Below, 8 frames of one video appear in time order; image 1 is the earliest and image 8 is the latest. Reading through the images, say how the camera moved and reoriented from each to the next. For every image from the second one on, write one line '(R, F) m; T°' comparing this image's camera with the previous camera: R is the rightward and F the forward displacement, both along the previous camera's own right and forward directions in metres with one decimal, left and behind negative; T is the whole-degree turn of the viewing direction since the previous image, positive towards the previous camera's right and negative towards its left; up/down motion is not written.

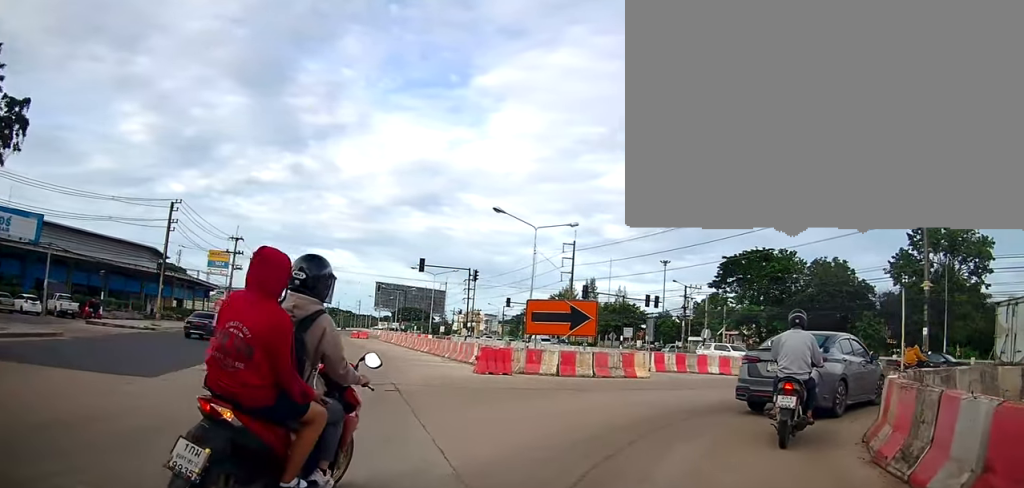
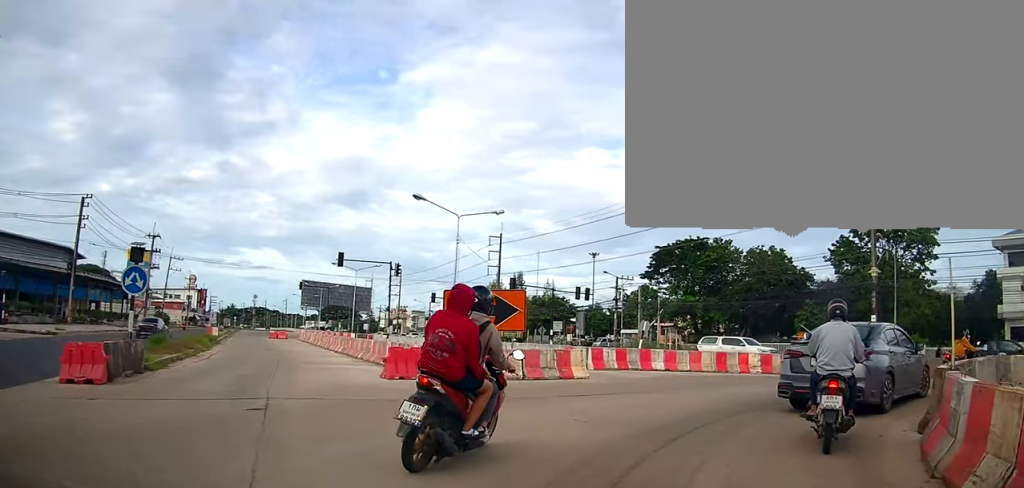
(+0.2, +2.8) m; +10°
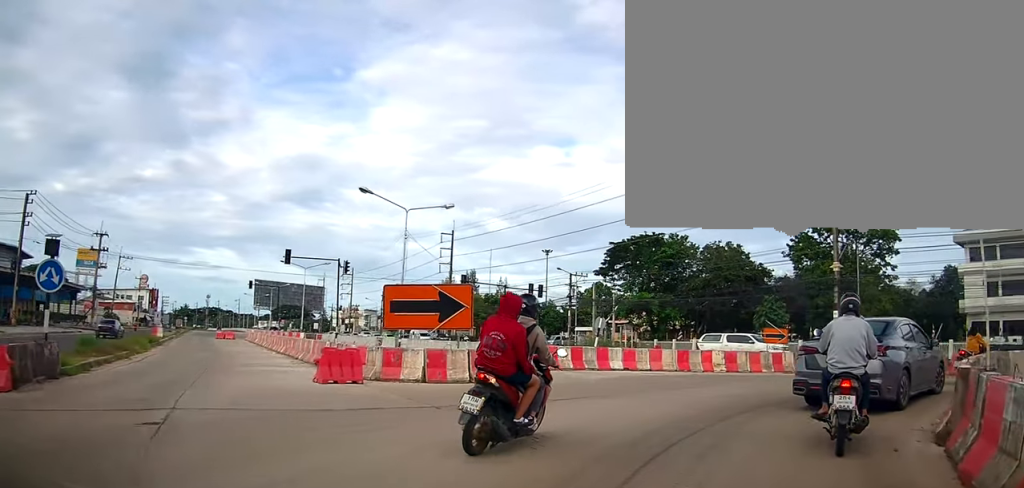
(0.0, +1.4) m; +6°
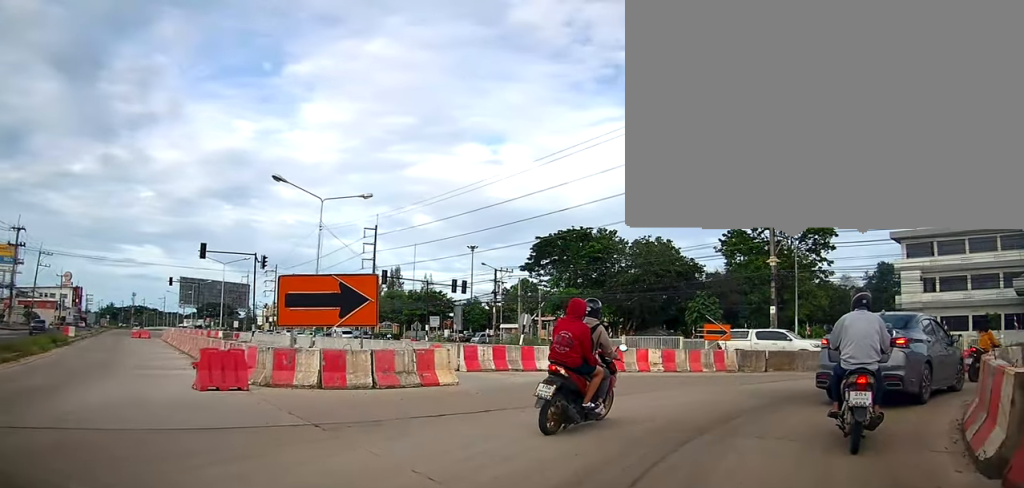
(+0.2, +1.8) m; +11°
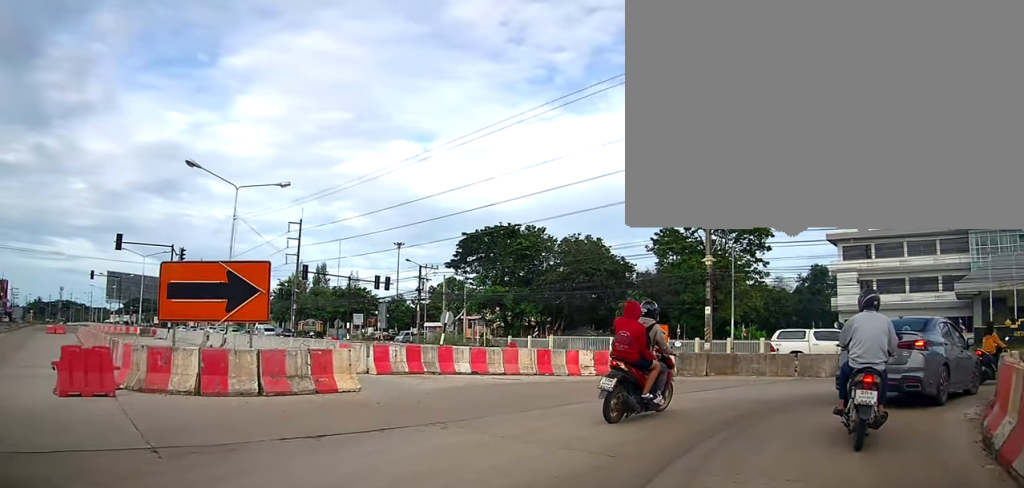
(+0.2, +1.7) m; +7°
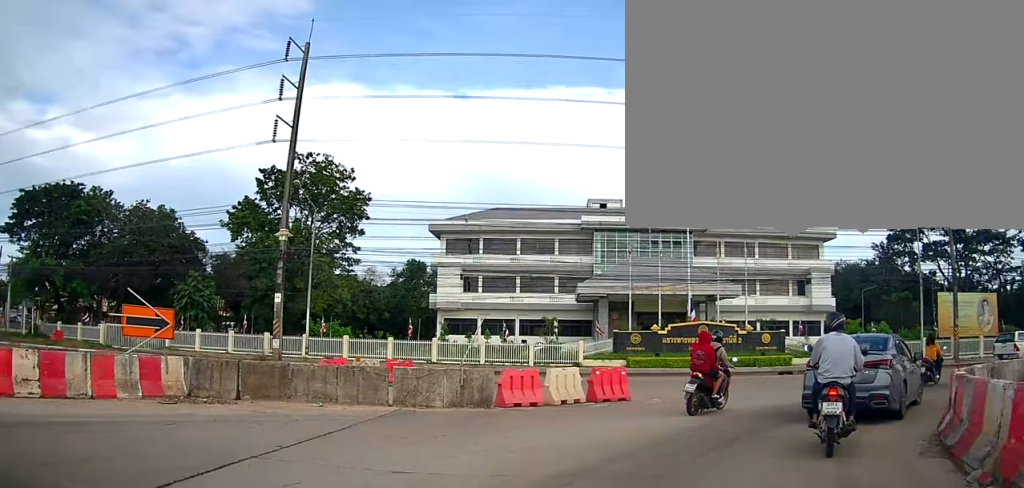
(+2.3, +8.3) m; +32°
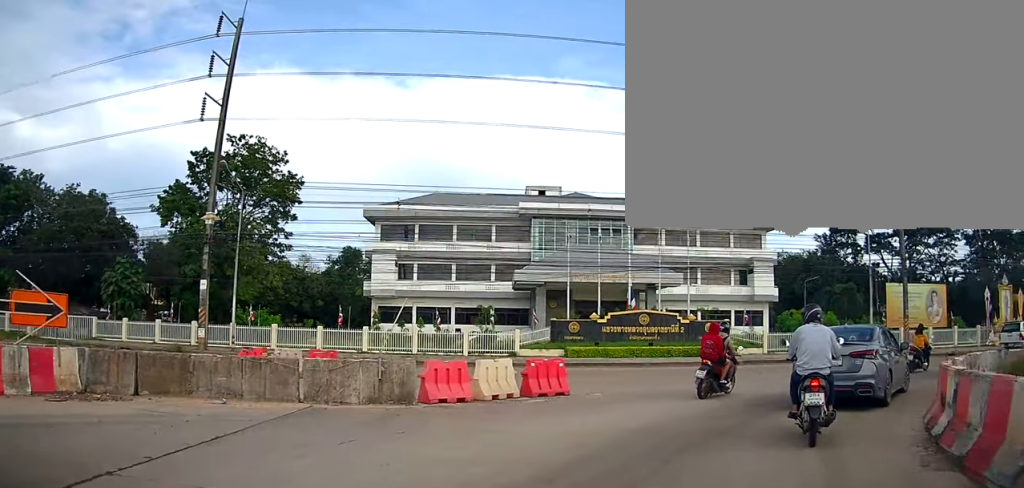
(0.0, +1.3) m; +5°
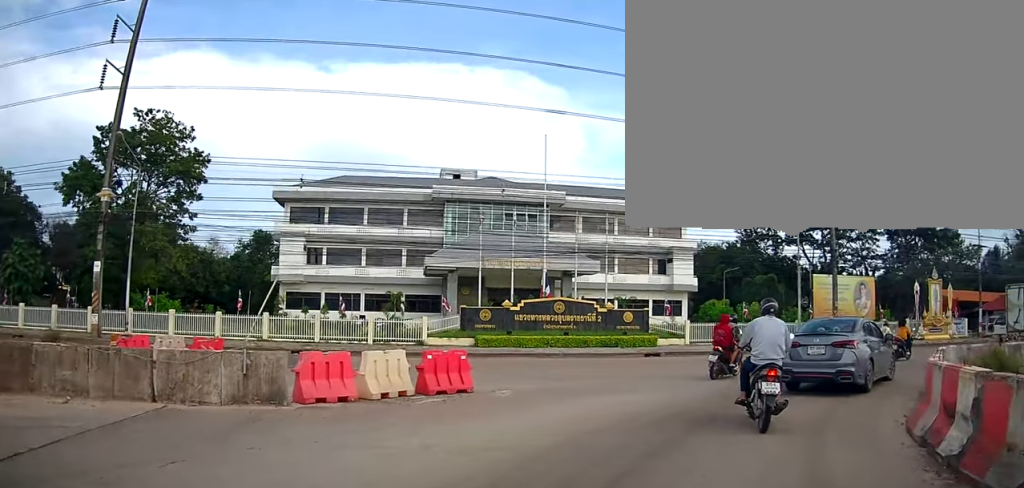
(0.0, +1.9) m; +13°
